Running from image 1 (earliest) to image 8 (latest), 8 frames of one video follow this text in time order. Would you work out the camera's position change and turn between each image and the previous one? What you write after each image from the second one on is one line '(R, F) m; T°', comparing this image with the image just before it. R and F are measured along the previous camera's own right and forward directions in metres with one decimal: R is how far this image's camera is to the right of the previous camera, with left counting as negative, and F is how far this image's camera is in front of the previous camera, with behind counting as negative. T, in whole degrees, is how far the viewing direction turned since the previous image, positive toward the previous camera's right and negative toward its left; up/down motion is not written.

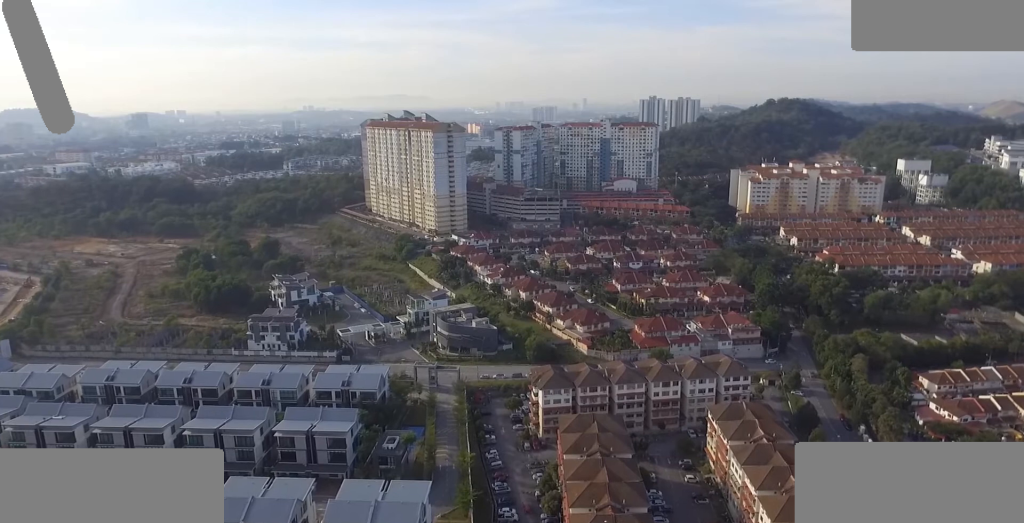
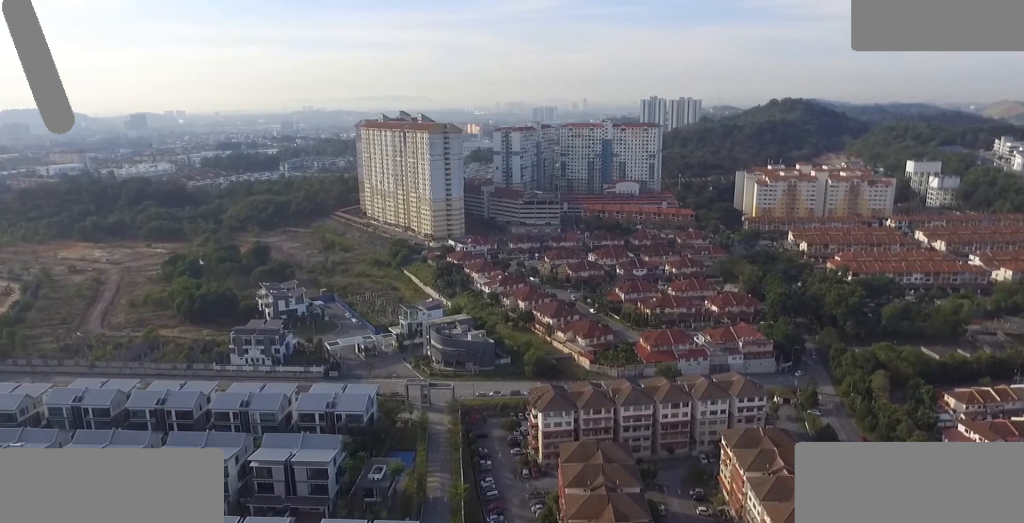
(0.0, +16.0) m; -1°
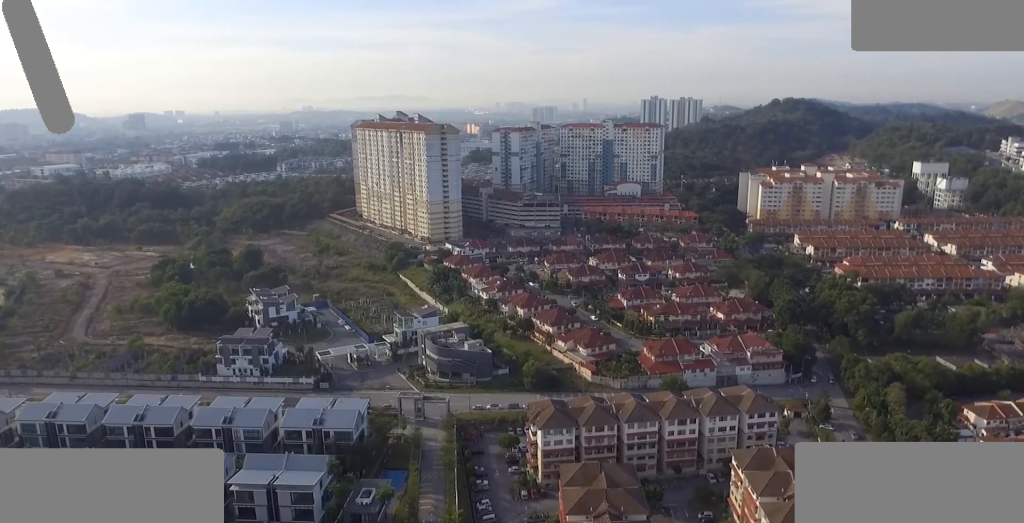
(0.0, +11.0) m; -1°
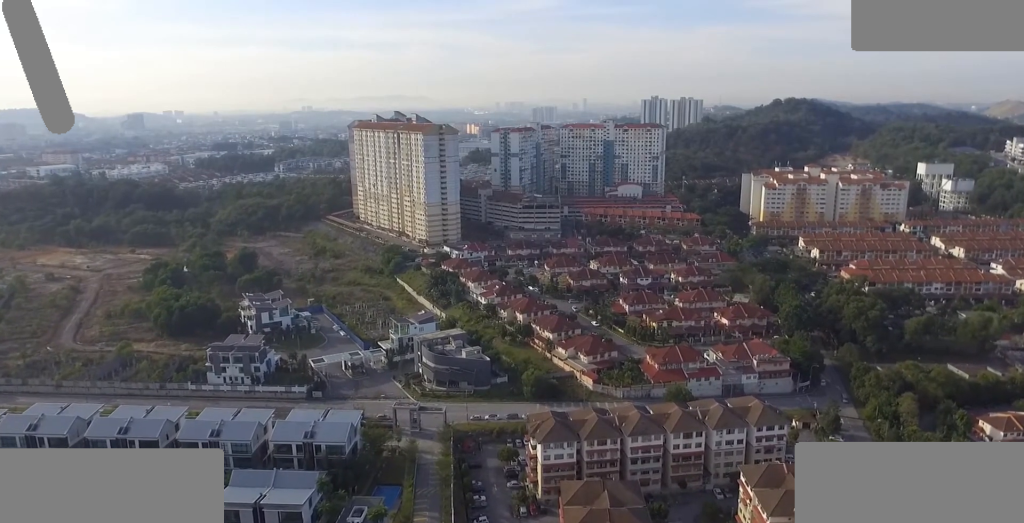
(-0.1, +7.8) m; -1°
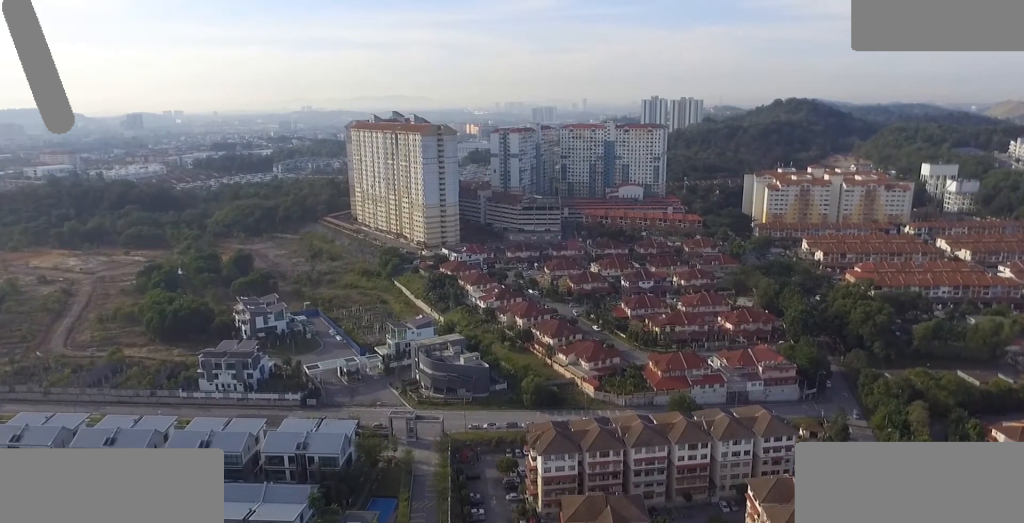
(0.0, +5.9) m; 0°
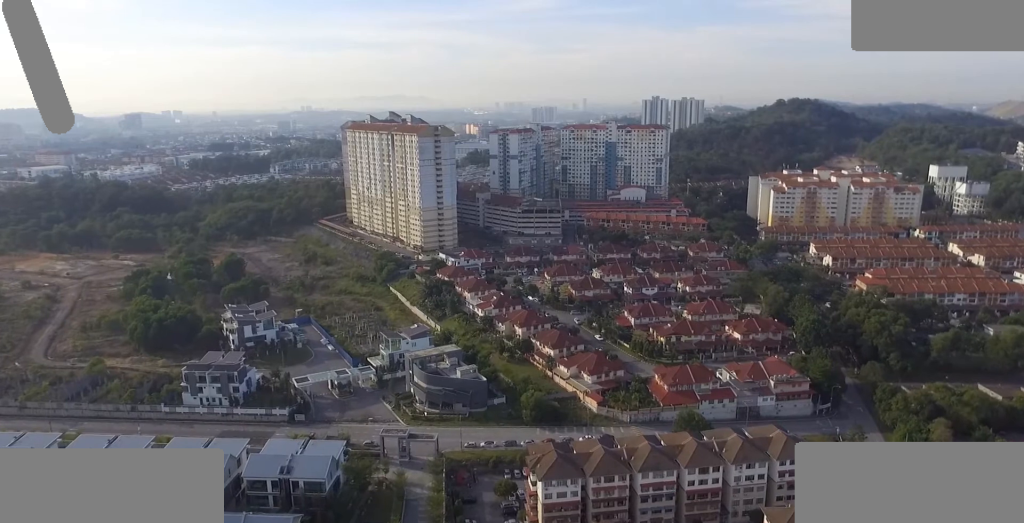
(+0.1, +12.1) m; +1°
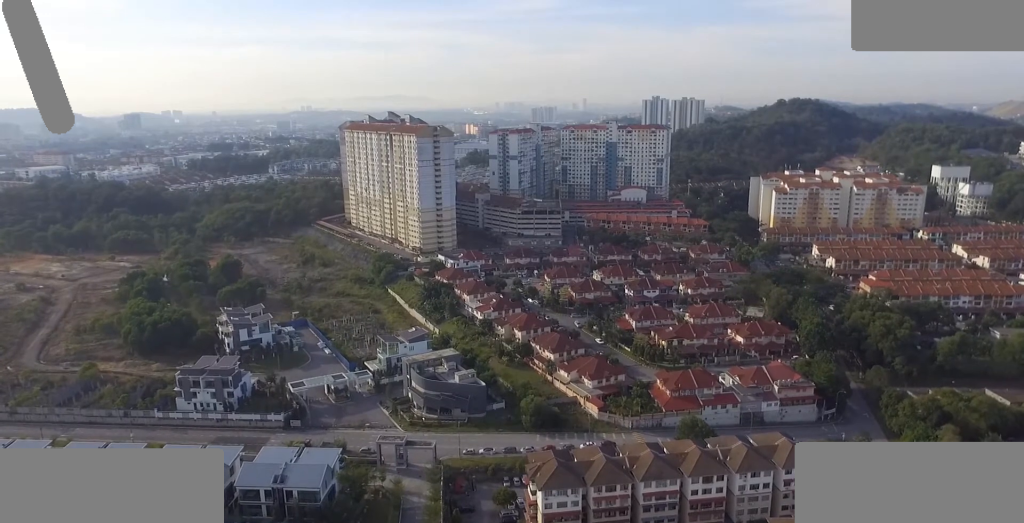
(0.0, +3.9) m; 0°
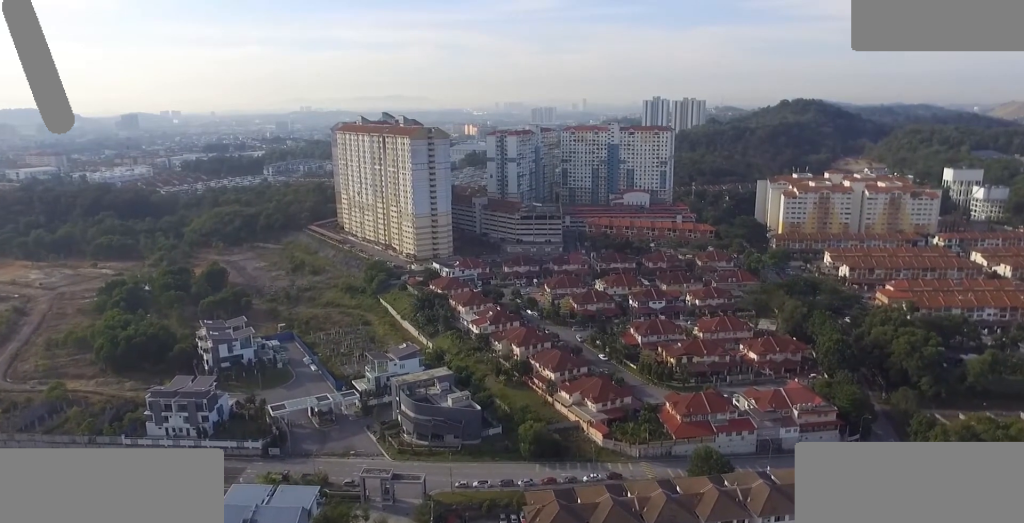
(0.0, +17.6) m; 0°
